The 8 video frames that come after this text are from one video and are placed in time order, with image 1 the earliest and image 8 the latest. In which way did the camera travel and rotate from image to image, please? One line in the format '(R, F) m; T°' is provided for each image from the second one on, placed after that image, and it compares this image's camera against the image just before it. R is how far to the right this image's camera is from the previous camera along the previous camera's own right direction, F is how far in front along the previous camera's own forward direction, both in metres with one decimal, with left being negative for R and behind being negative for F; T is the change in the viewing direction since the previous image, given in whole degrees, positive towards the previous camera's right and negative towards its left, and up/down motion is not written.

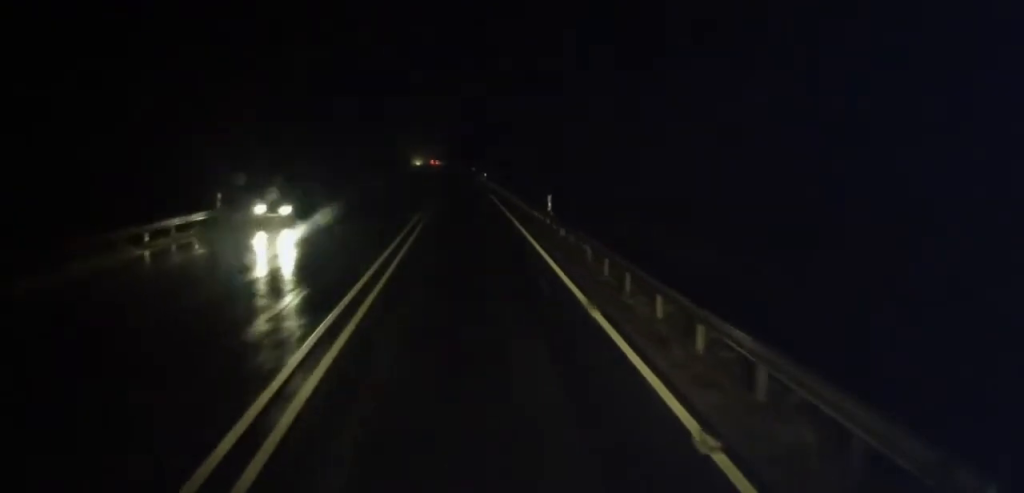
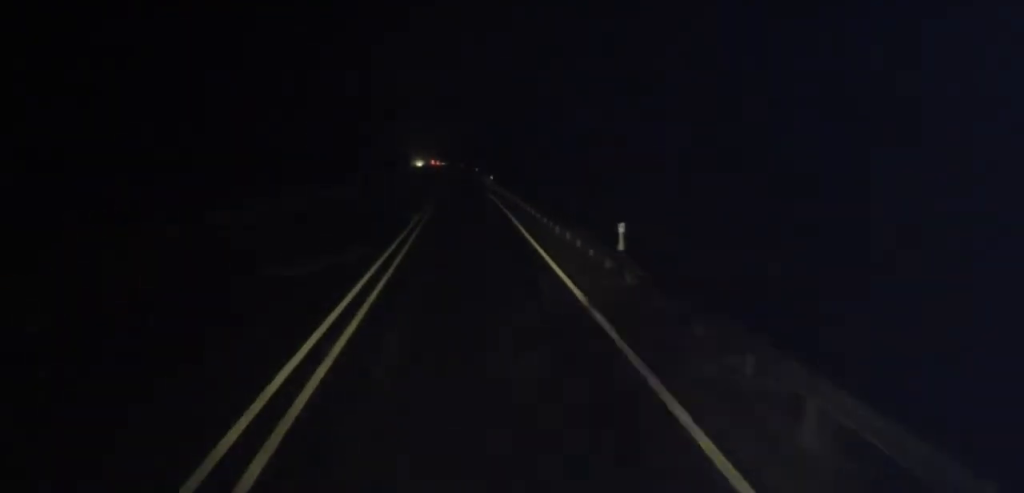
(-0.1, +11.3) m; +1°
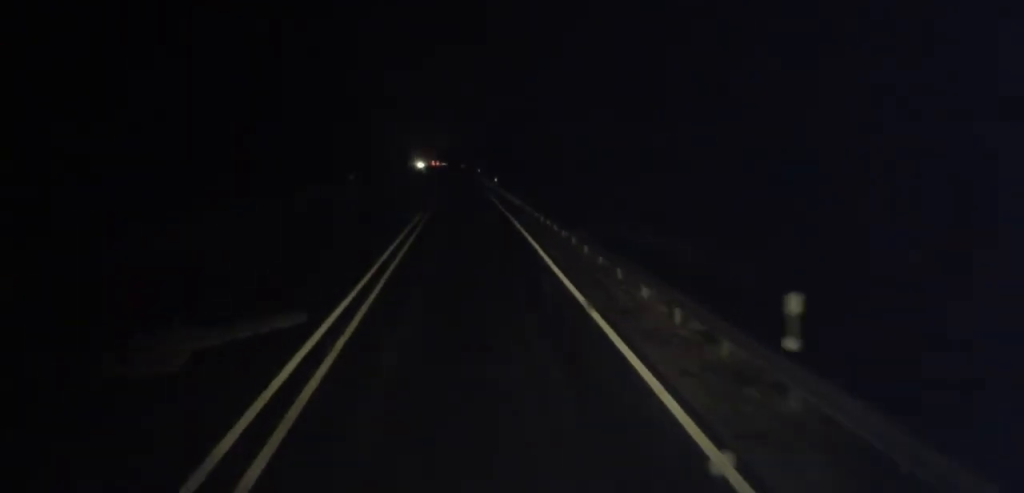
(+0.2, +7.3) m; 0°
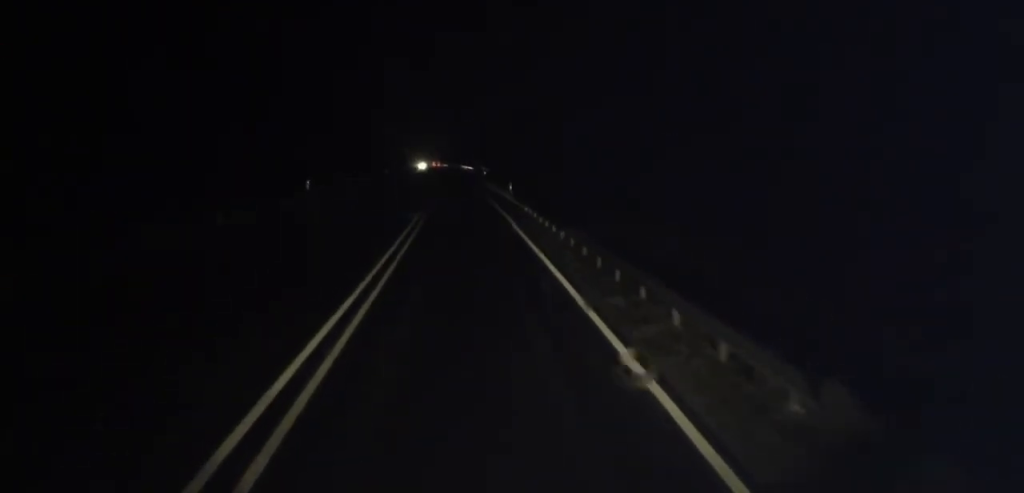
(-0.1, +16.0) m; -3°
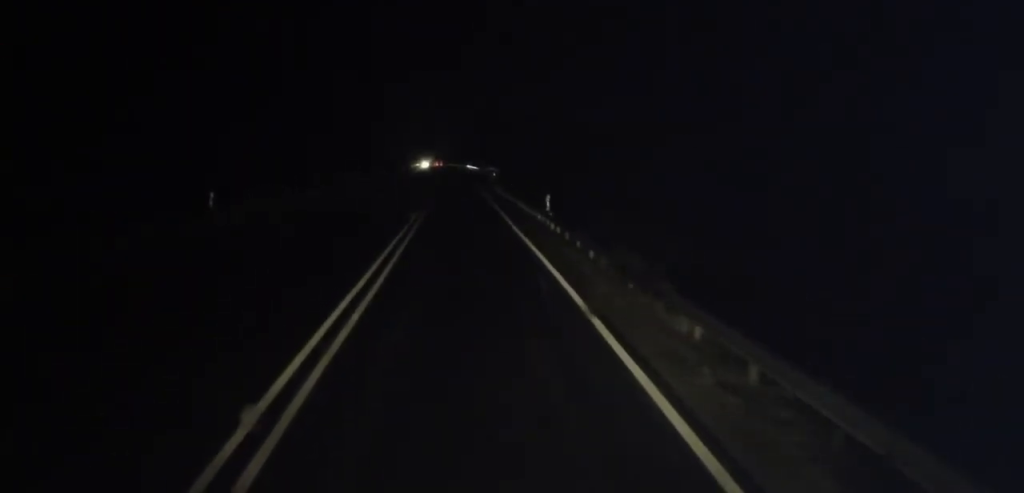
(-0.7, +16.8) m; -2°
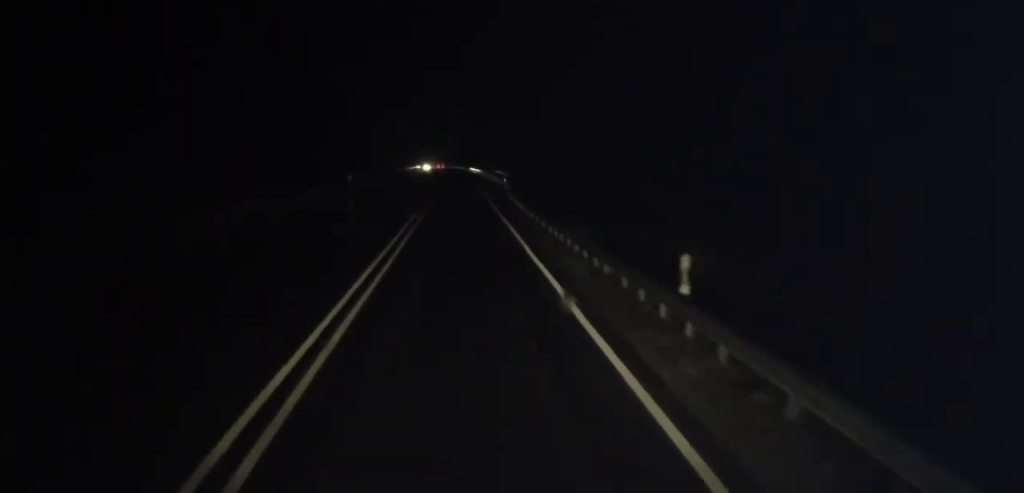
(+0.4, +14.7) m; +1°
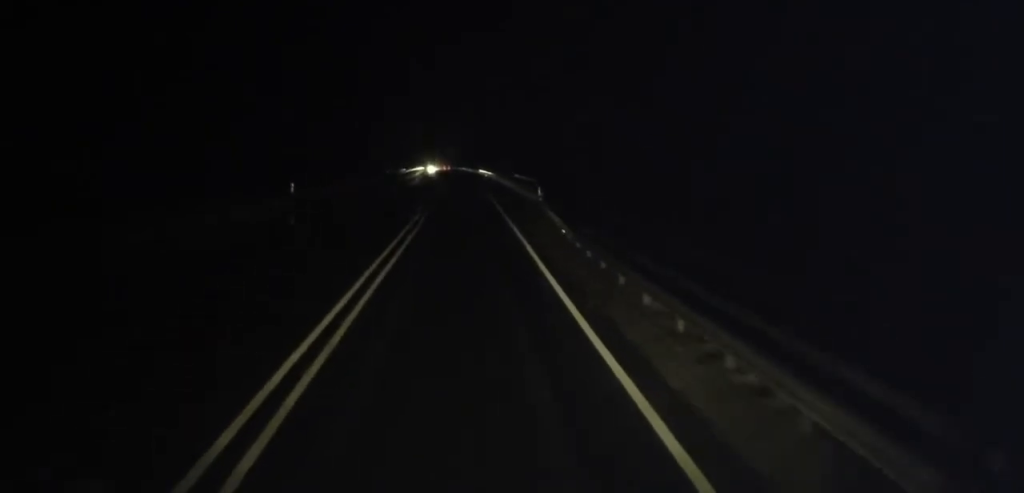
(-0.1, +22.0) m; 0°
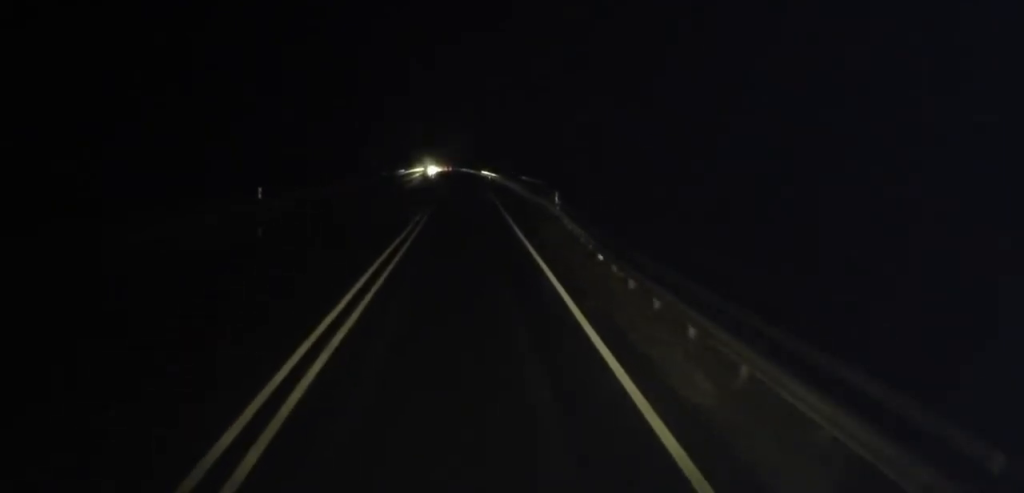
(0.0, +6.3) m; 0°
